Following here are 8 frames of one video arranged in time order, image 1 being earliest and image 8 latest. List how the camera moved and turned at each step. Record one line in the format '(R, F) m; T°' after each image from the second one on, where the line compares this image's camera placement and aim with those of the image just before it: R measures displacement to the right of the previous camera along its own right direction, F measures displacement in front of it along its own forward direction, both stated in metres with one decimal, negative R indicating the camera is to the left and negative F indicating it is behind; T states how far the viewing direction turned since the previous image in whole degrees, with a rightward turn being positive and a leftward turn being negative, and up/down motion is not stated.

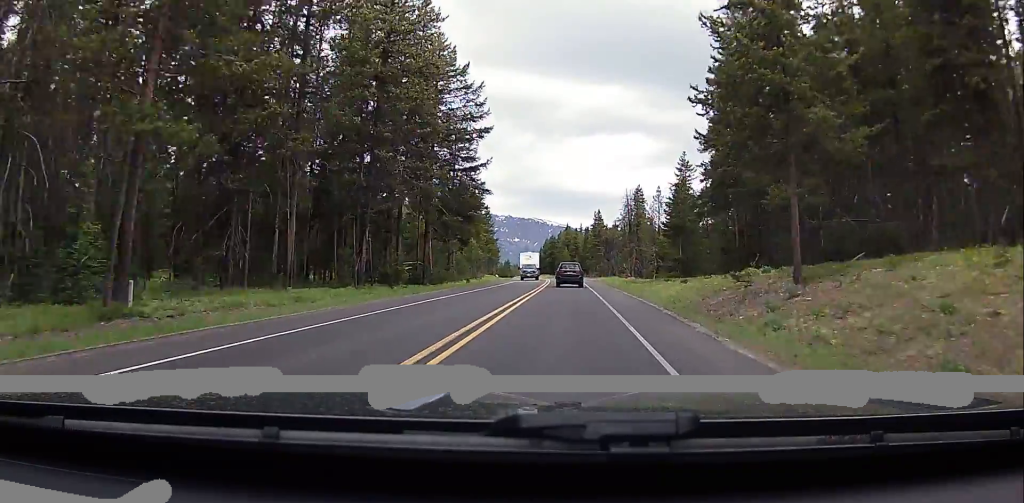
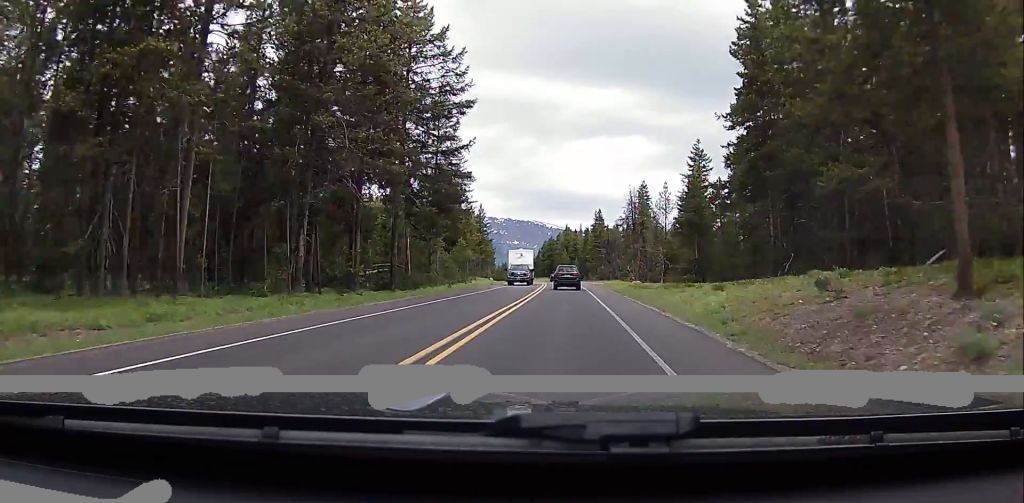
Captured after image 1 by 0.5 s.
(+0.1, +8.9) m; +1°
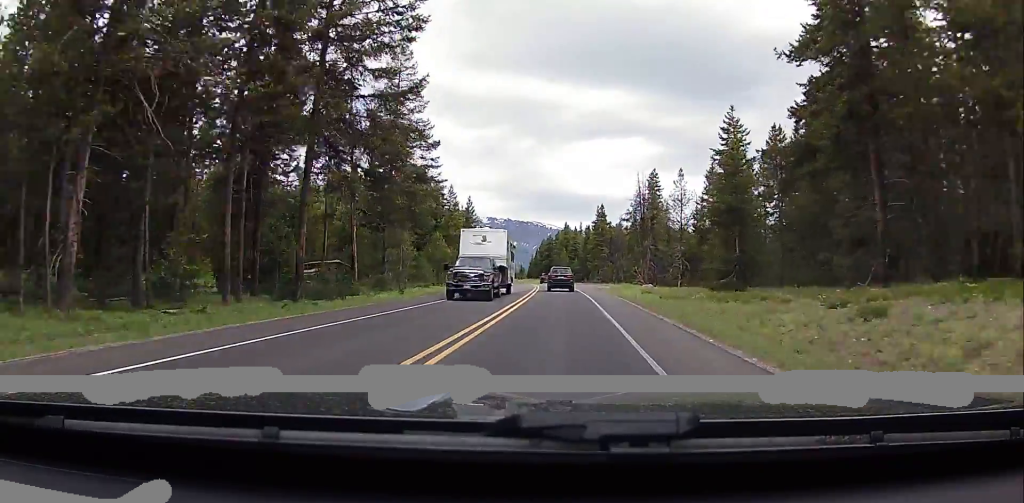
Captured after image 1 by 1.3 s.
(+0.1, +14.6) m; 0°
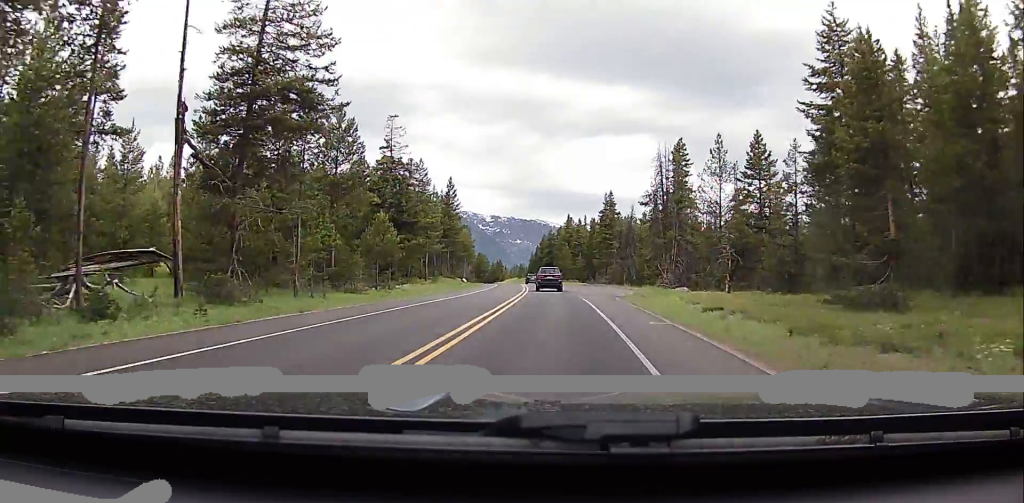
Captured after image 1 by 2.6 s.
(-0.2, +21.6) m; -2°
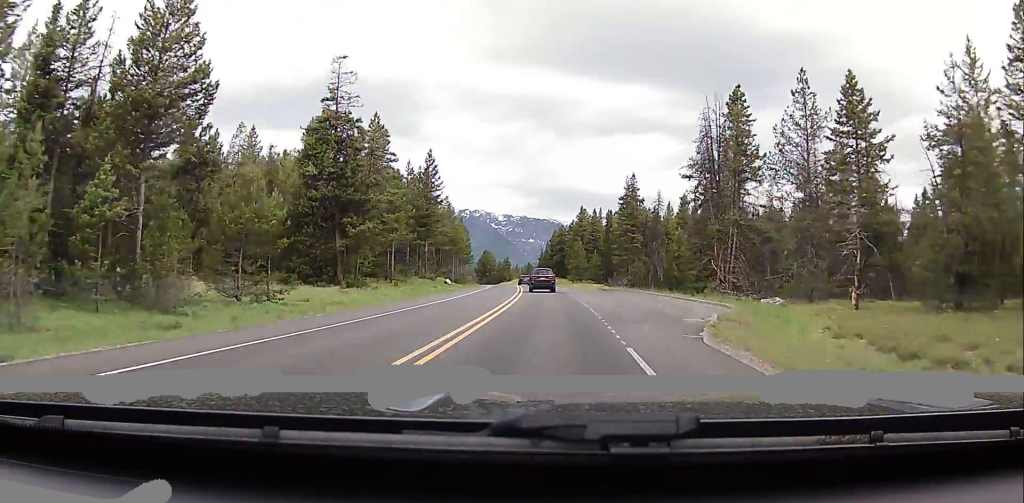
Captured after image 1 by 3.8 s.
(-0.7, +22.2) m; -2°
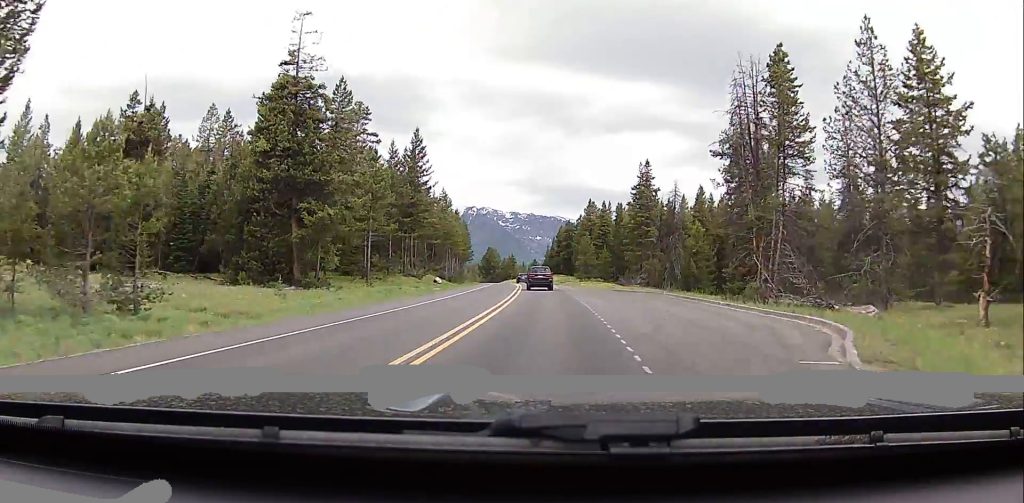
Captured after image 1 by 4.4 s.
(-0.1, +10.0) m; 0°
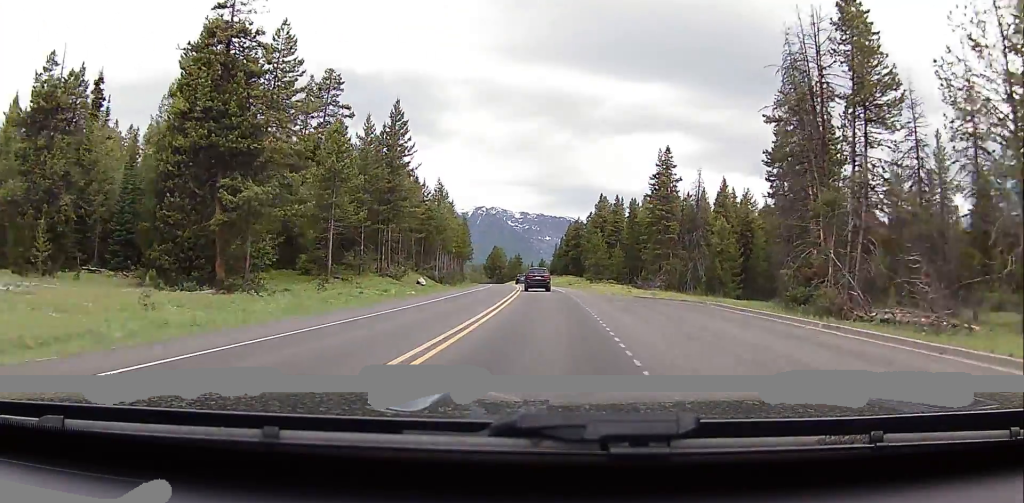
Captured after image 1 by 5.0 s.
(+0.1, +11.2) m; 0°
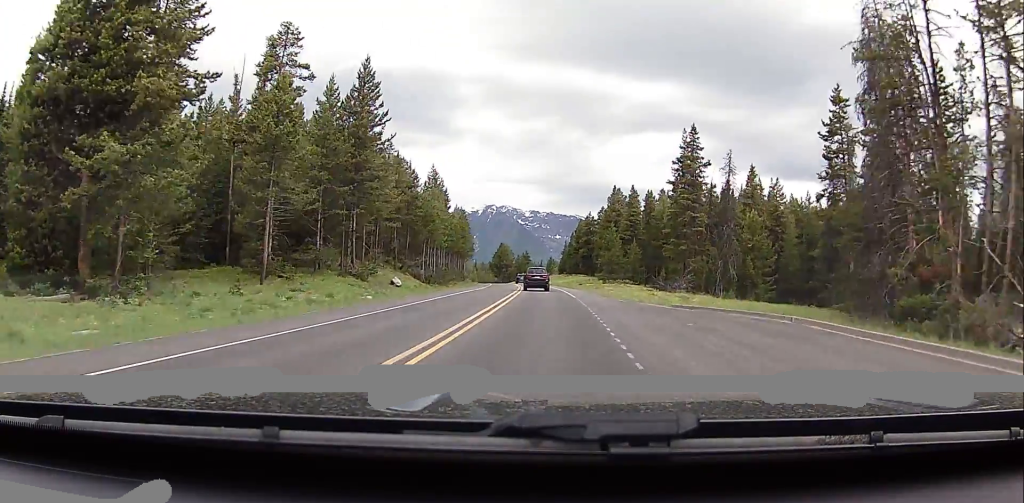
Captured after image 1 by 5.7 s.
(0.0, +11.3) m; 0°
